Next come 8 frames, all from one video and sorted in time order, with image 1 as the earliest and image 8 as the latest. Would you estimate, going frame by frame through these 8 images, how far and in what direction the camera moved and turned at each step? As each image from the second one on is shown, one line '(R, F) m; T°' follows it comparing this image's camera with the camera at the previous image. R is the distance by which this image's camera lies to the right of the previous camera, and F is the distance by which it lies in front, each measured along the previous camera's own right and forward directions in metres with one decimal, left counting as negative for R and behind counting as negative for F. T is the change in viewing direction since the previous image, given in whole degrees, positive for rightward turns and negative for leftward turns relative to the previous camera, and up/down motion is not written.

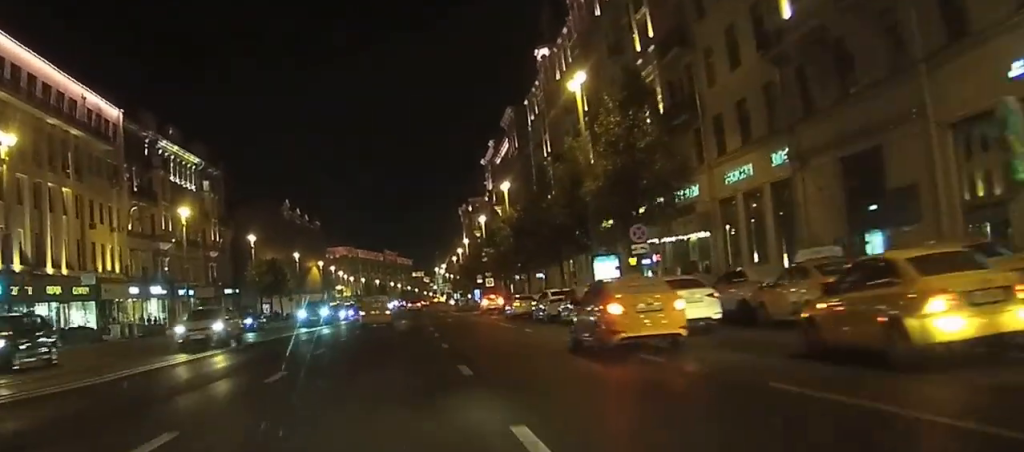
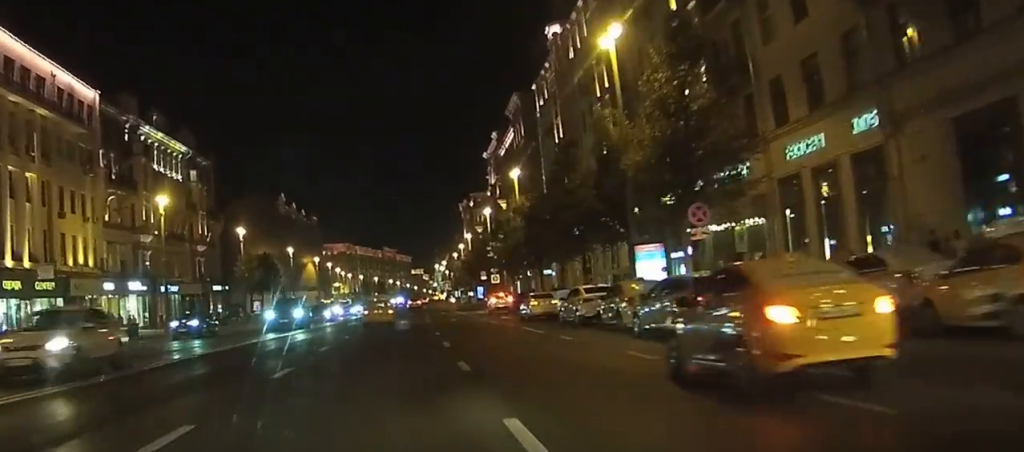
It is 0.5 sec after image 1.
(-0.1, +7.3) m; 0°
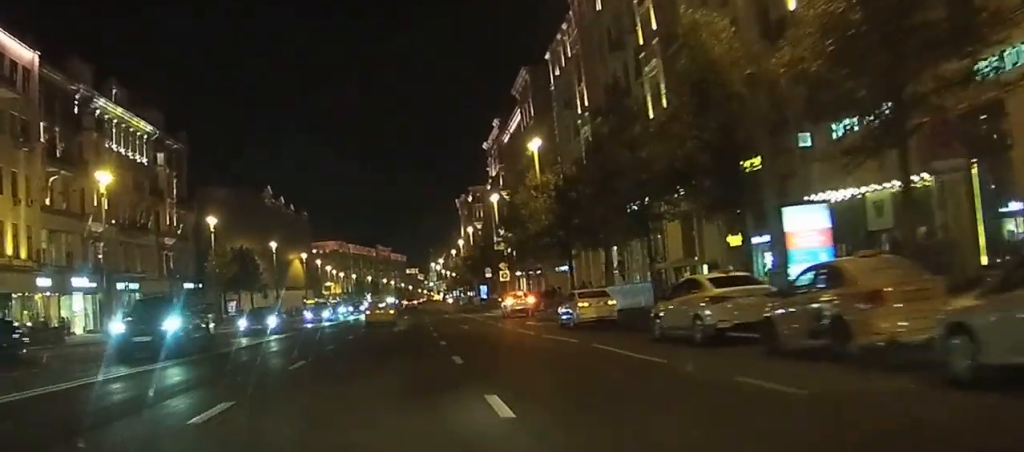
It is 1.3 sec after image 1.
(-0.2, +13.8) m; 0°
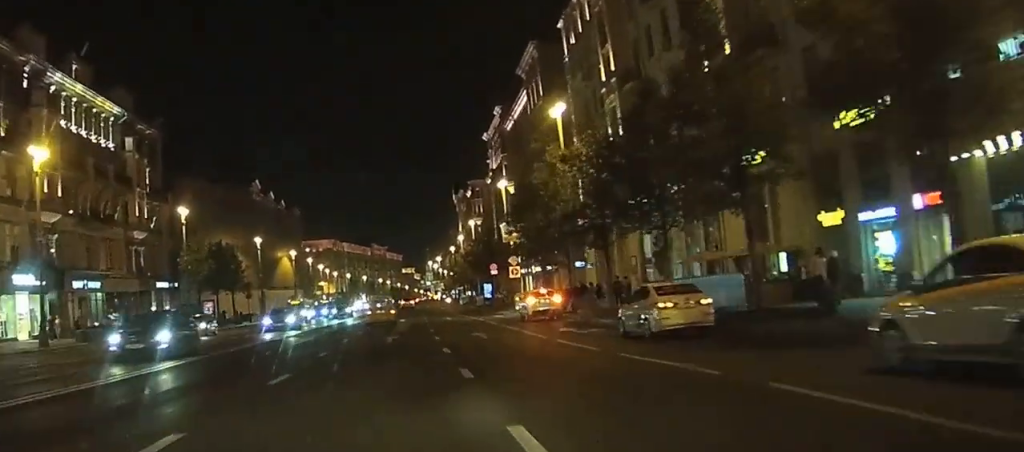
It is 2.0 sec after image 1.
(+0.1, +10.8) m; +1°
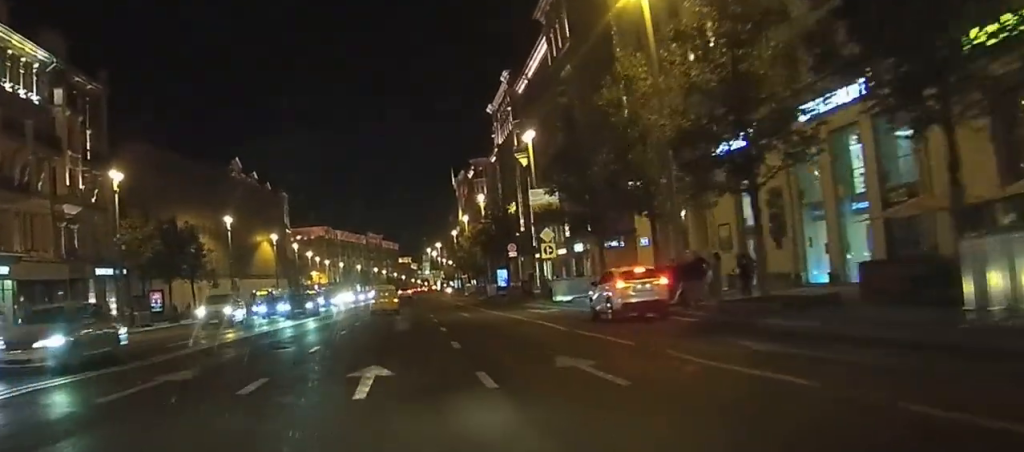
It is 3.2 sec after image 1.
(+0.4, +19.2) m; +1°
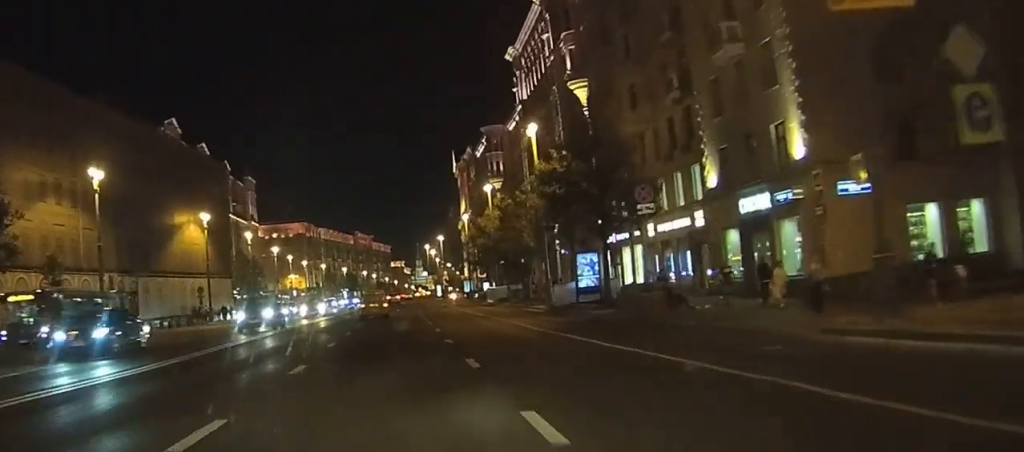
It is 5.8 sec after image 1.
(-0.2, +44.6) m; -1°
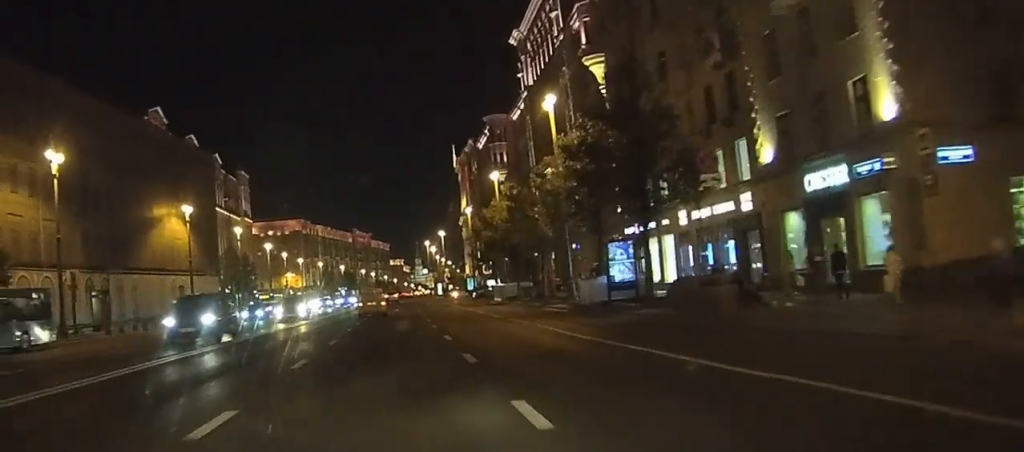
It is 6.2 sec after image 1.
(0.0, +7.4) m; 0°
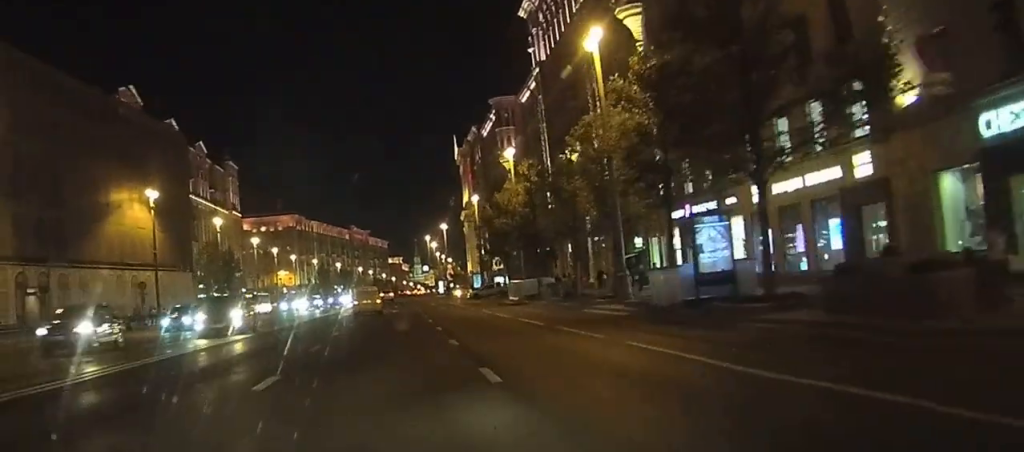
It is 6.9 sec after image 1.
(0.0, +12.0) m; 0°
